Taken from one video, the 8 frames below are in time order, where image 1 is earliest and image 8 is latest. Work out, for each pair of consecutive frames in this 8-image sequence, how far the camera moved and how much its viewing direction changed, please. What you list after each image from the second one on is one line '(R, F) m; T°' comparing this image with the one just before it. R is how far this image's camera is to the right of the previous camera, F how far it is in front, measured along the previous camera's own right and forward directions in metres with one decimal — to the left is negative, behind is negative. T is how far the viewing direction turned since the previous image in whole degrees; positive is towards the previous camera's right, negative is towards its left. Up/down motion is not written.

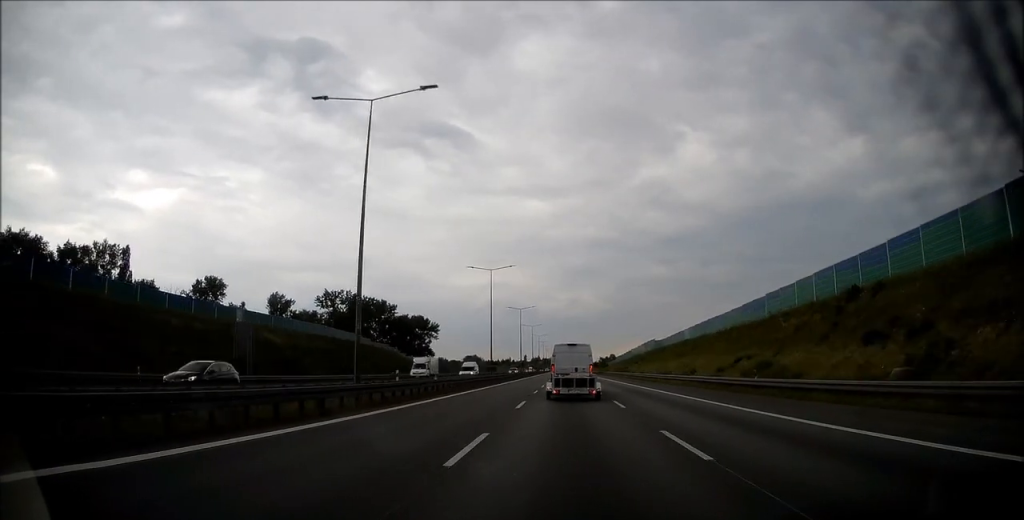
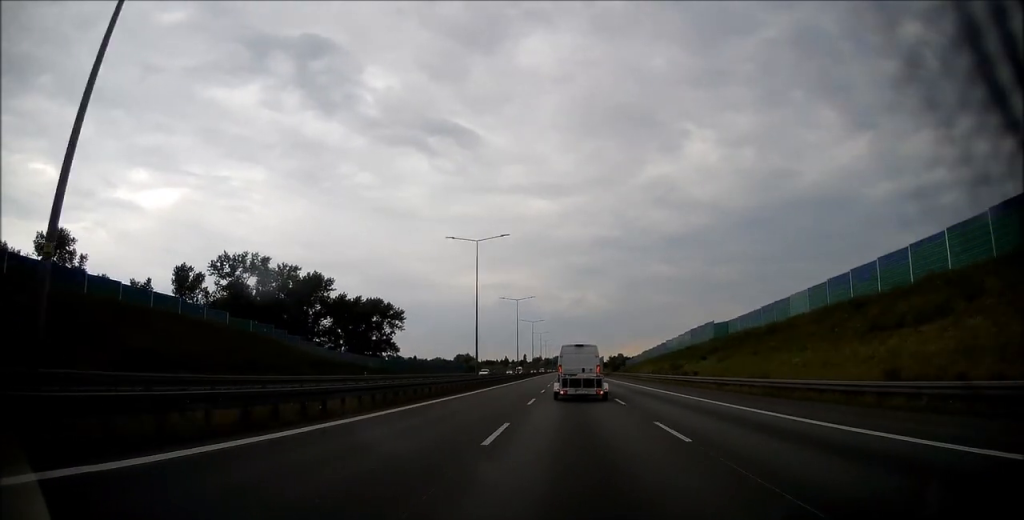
(0.0, +58.0) m; 0°
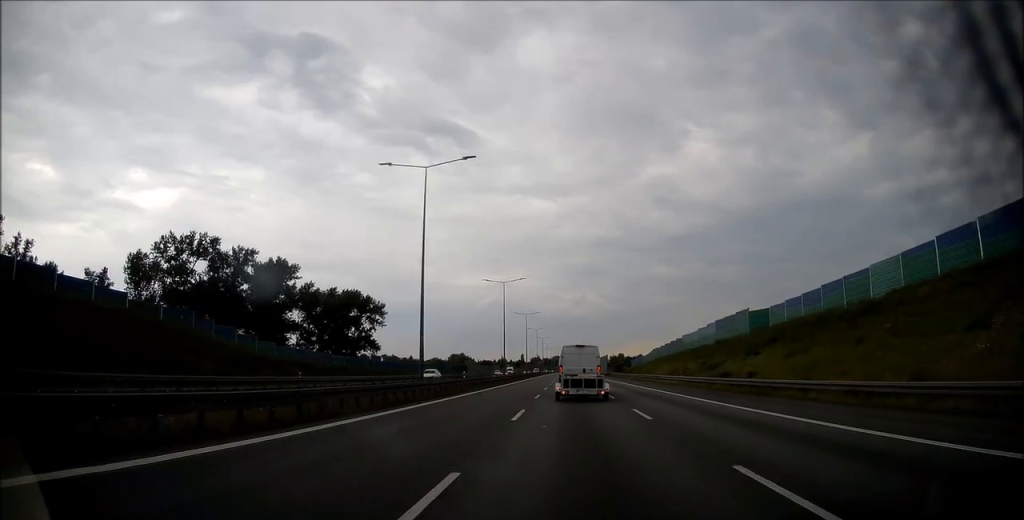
(0.0, +19.0) m; 0°
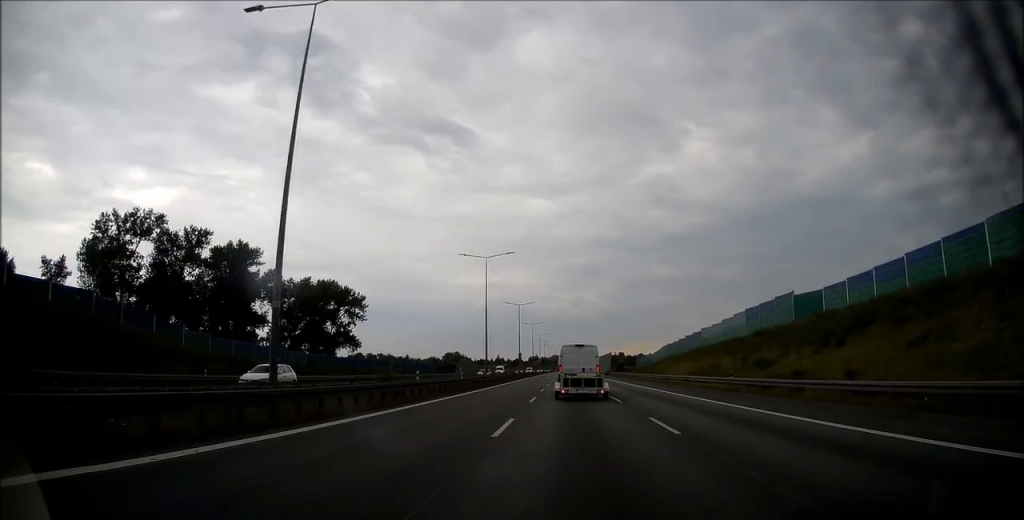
(+0.1, +16.0) m; 0°
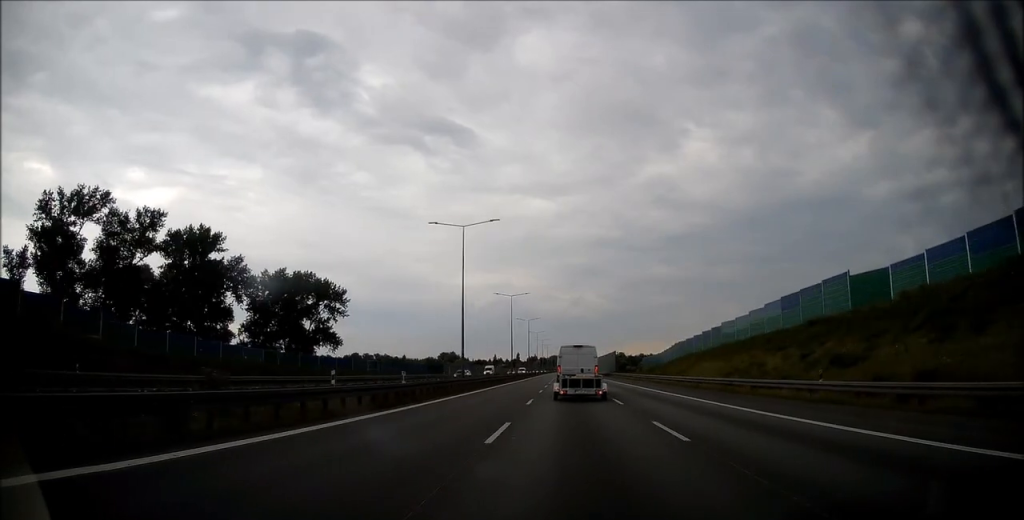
(-0.1, +13.1) m; 0°
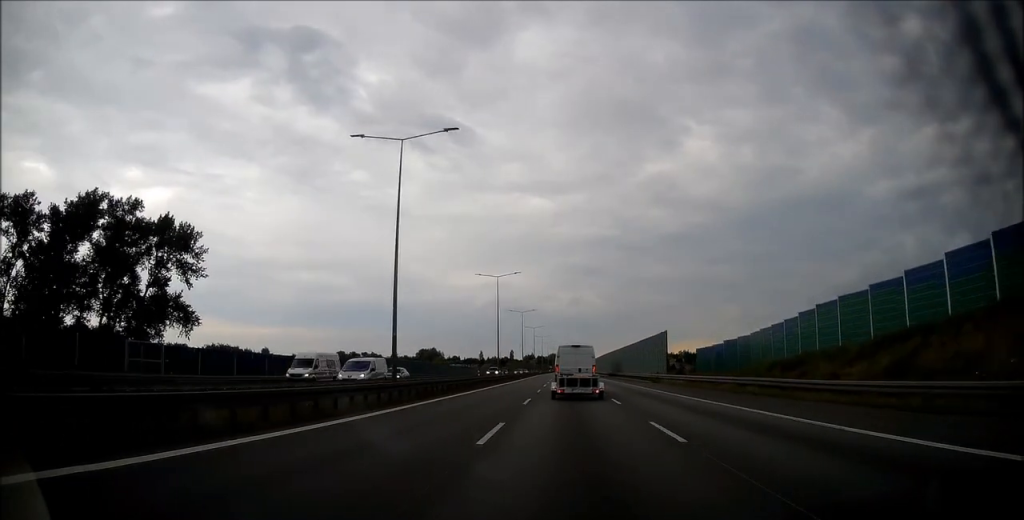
(+0.3, +60.5) m; +1°
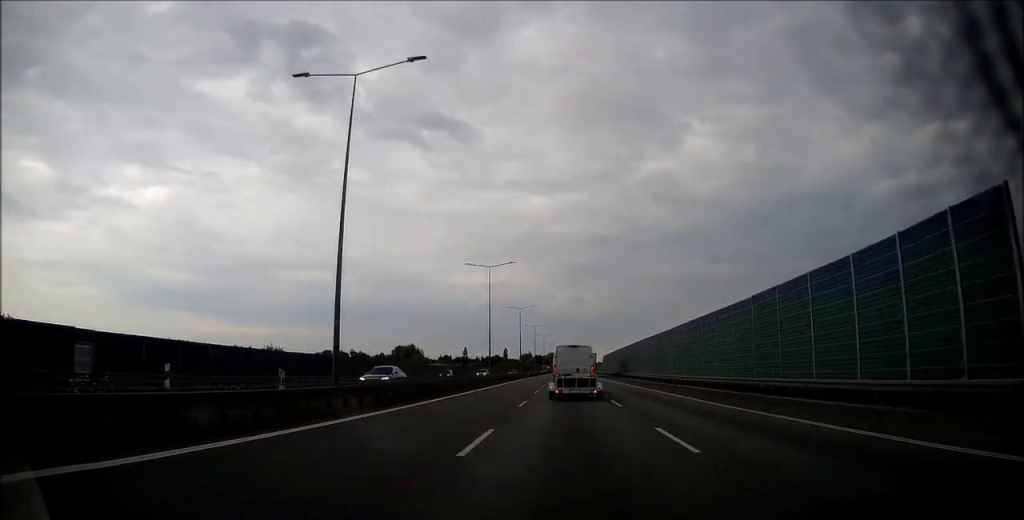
(0.0, +49.6) m; 0°
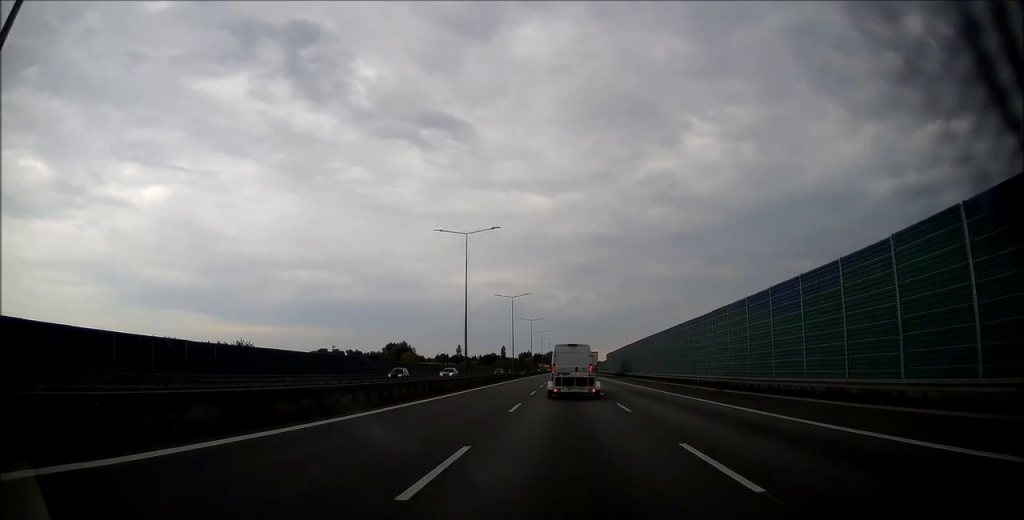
(0.0, +15.2) m; 0°
